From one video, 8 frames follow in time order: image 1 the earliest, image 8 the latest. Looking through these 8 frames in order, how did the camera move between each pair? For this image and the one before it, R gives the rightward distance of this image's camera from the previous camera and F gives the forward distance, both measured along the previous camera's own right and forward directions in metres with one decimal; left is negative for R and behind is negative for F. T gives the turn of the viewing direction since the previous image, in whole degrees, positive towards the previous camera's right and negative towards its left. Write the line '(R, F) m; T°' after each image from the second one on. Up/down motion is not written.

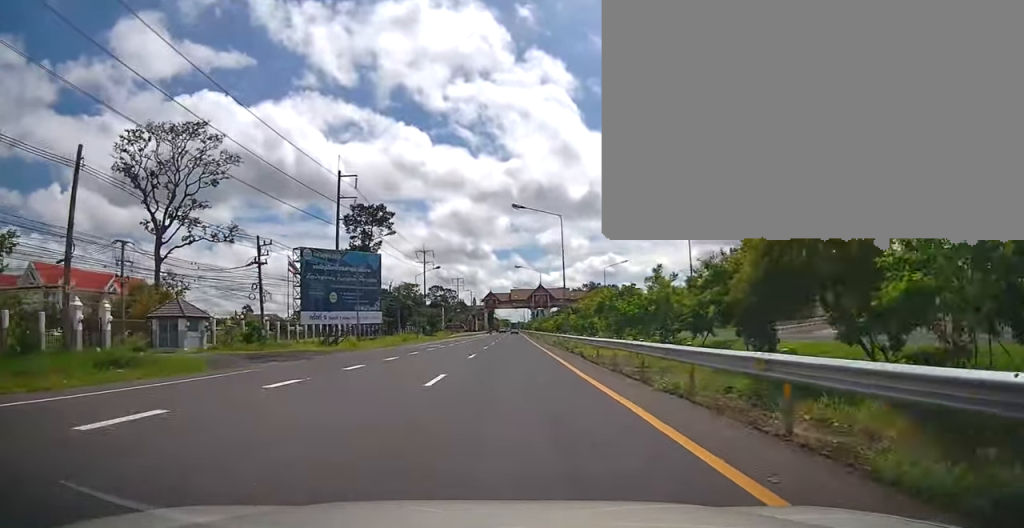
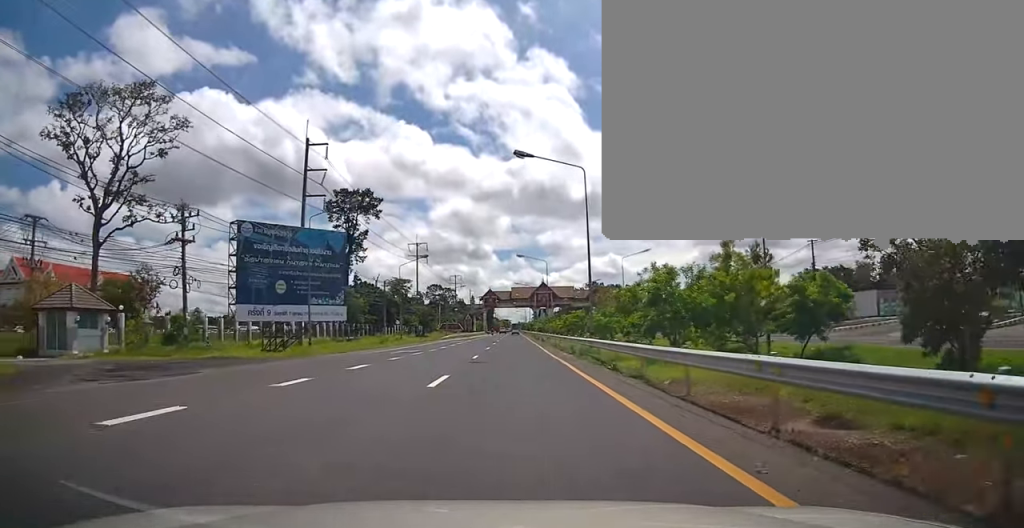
(-0.1, +11.6) m; -1°
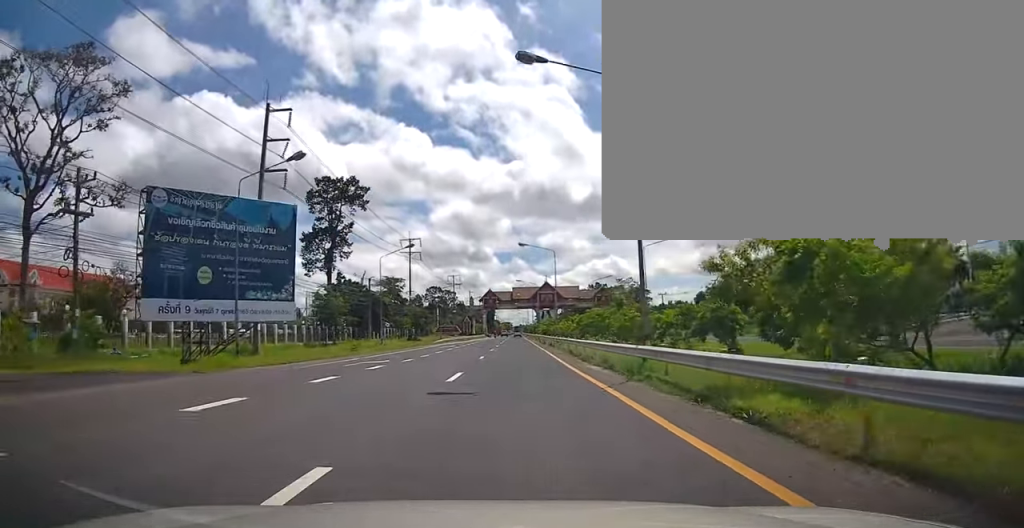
(0.0, +10.1) m; 0°
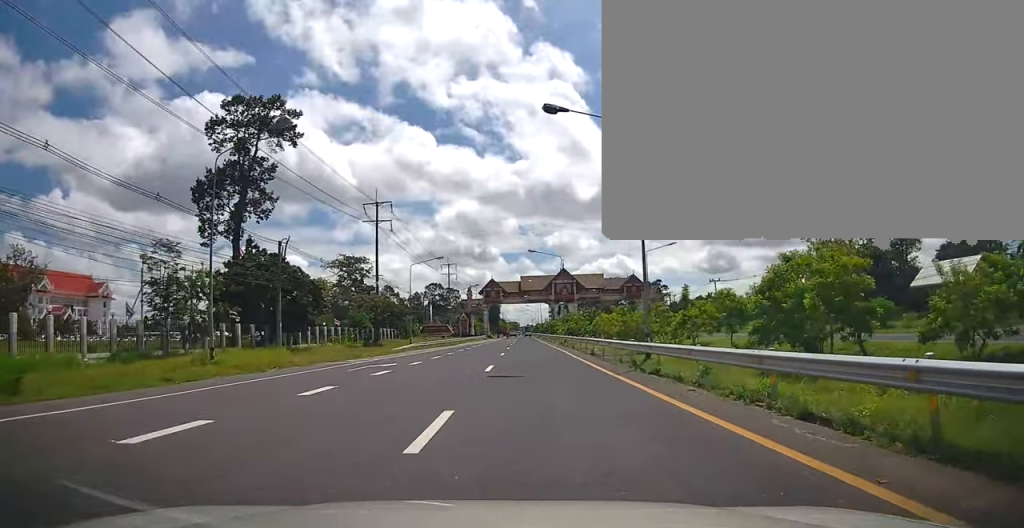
(+0.1, +32.6) m; 0°
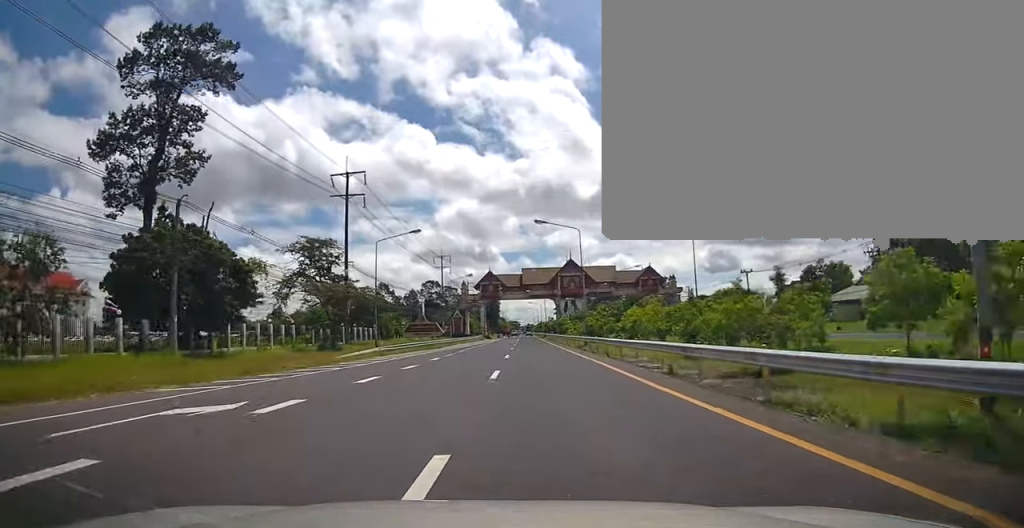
(-0.1, +15.0) m; 0°
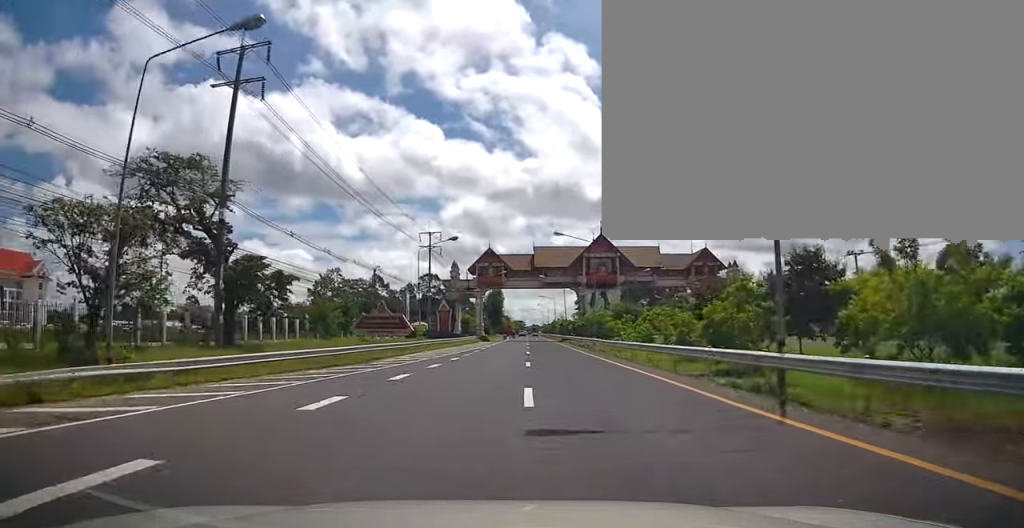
(0.0, +29.9) m; -1°
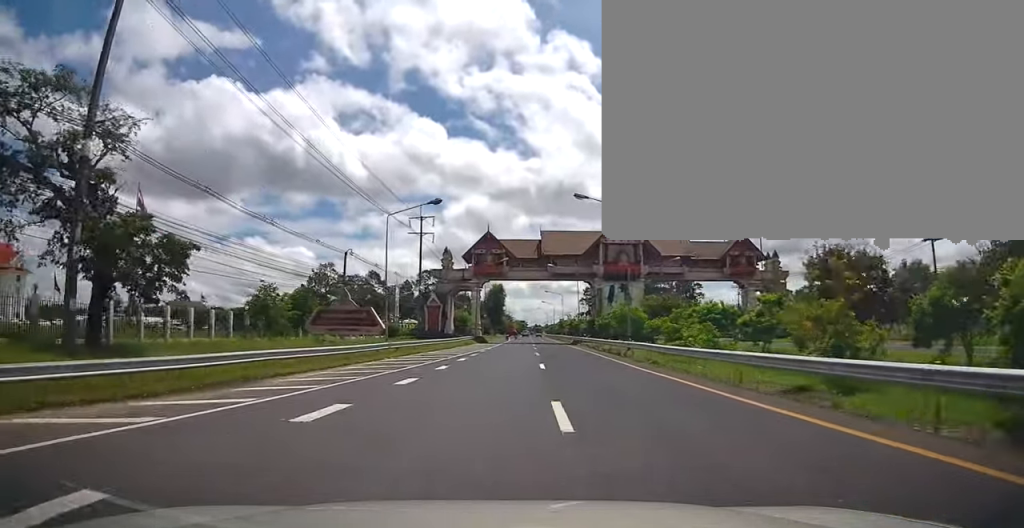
(-0.1, +13.3) m; 0°
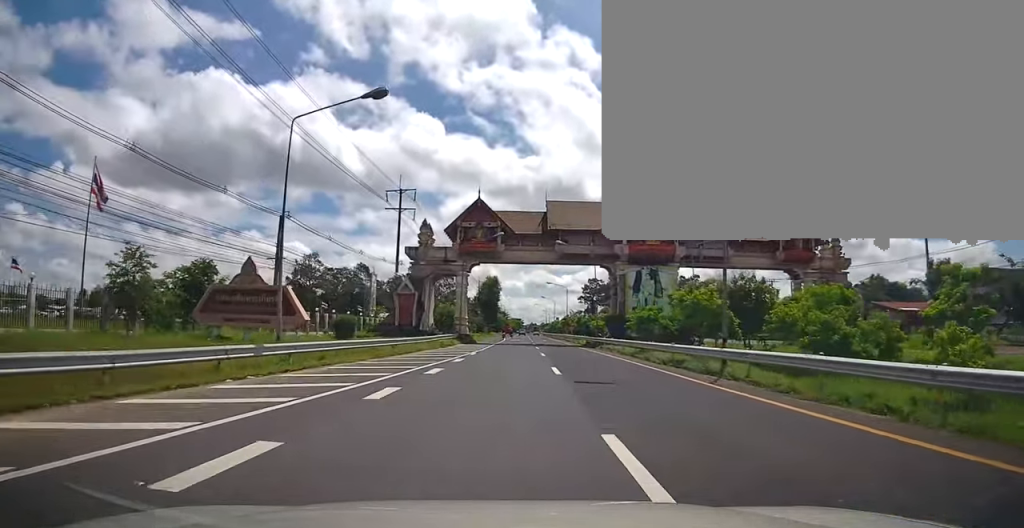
(+0.1, +15.7) m; +1°
